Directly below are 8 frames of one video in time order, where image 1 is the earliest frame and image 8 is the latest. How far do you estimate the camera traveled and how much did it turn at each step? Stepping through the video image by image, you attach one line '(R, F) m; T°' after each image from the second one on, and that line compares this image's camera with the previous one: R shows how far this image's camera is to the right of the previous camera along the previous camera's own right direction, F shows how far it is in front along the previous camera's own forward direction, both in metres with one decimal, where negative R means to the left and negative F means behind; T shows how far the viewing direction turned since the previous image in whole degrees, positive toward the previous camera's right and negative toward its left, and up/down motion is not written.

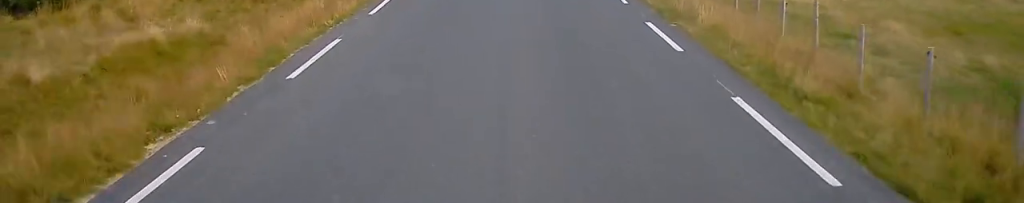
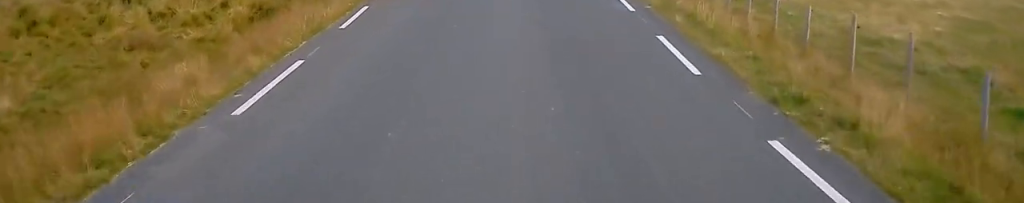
(-0.4, +7.7) m; 0°
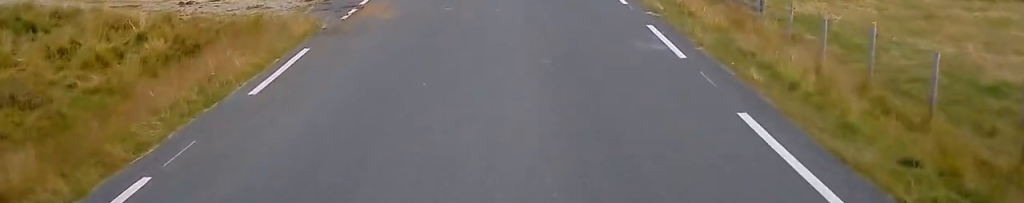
(+0.3, +5.0) m; 0°
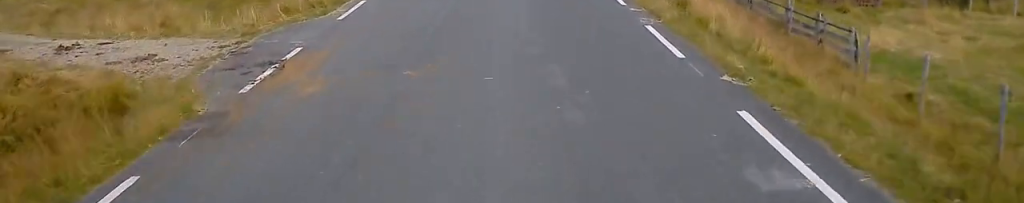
(+0.3, +5.9) m; 0°
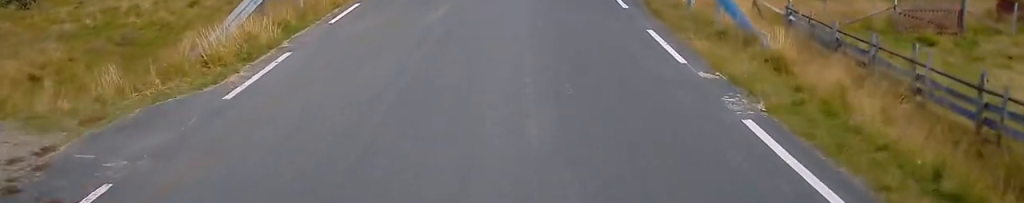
(-0.3, +6.2) m; 0°
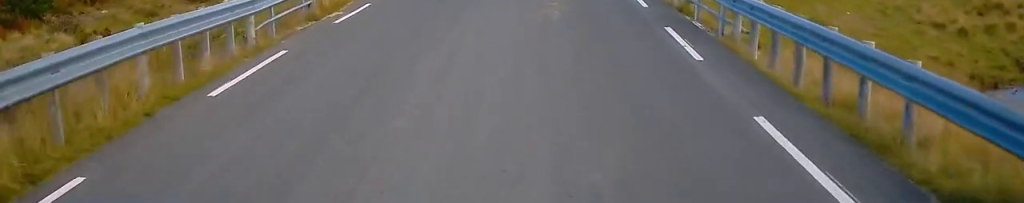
(+0.1, +17.8) m; 0°
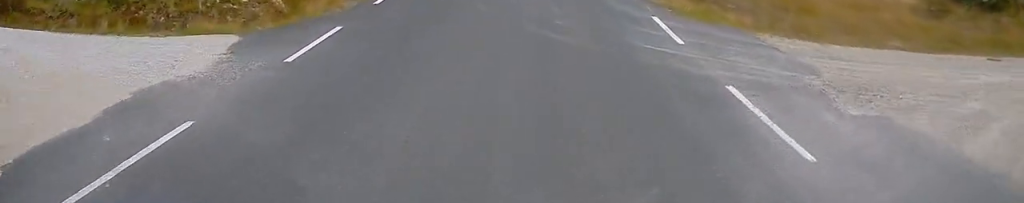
(+0.8, +28.2) m; +3°
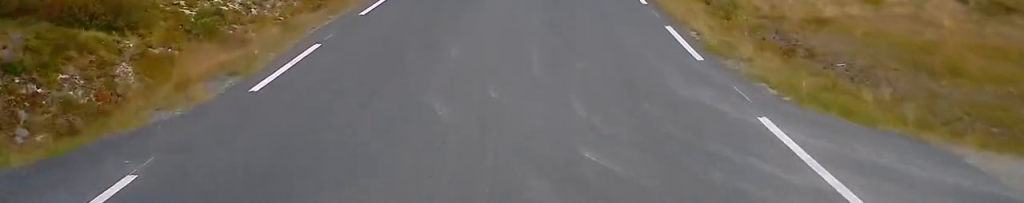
(0.0, +7.5) m; 0°
